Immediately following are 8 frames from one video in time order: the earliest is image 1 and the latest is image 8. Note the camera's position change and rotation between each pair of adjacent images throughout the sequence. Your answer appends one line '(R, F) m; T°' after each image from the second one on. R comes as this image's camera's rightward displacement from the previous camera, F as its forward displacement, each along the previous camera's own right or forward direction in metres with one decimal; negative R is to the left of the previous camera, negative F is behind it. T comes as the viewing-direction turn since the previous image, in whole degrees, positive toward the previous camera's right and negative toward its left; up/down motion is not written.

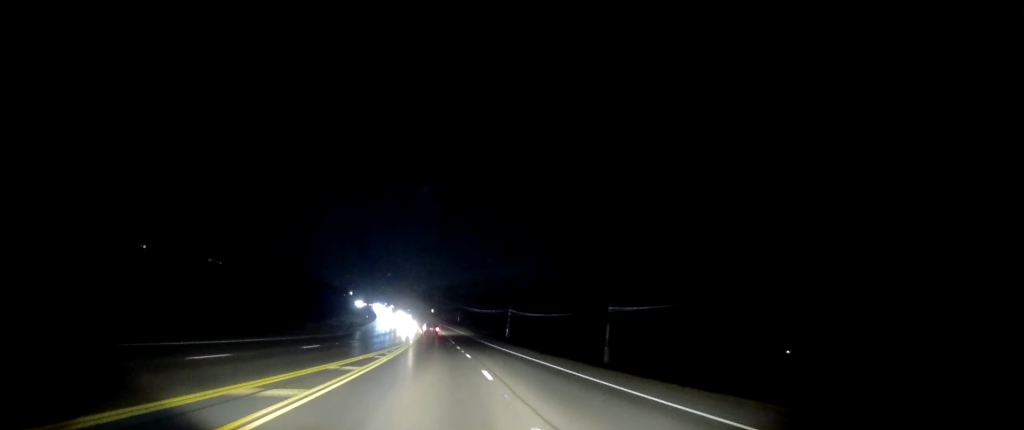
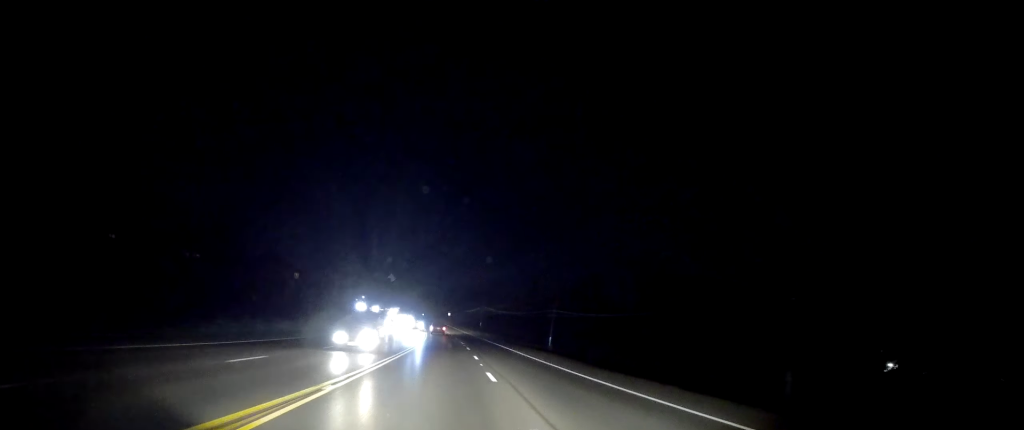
(-0.4, +36.8) m; -1°
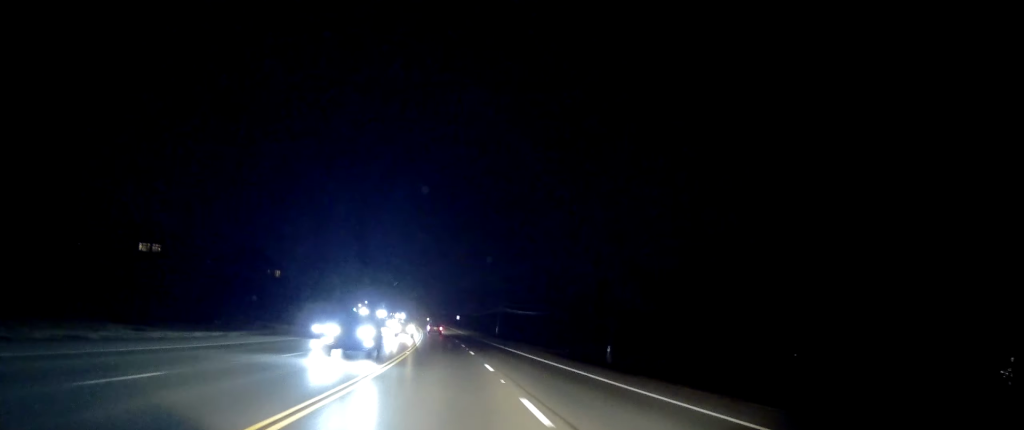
(-0.4, +32.1) m; -3°
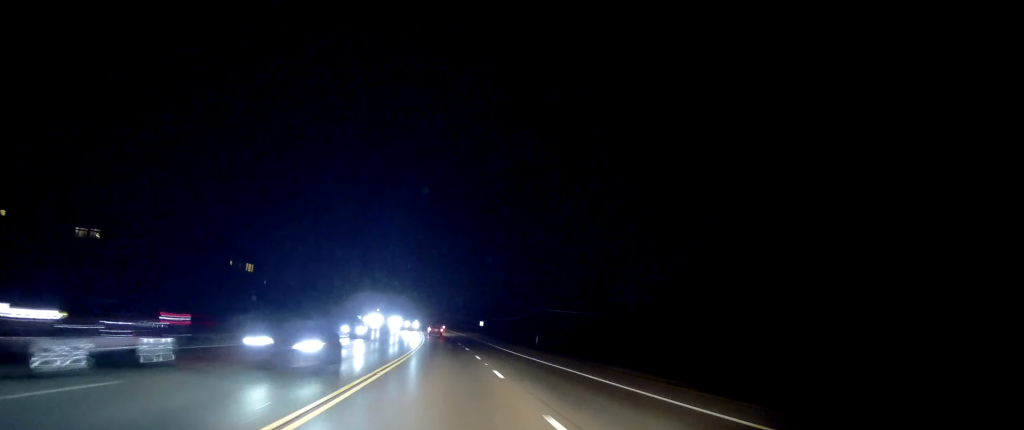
(-0.5, +39.3) m; -1°
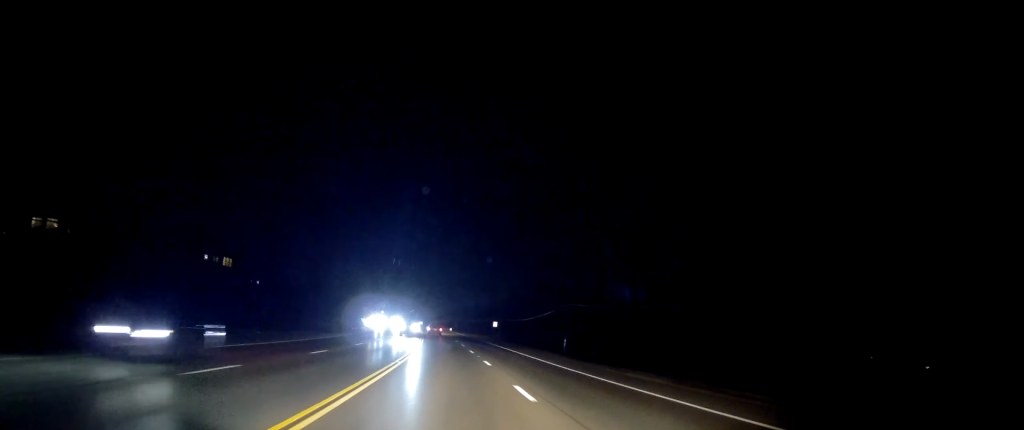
(+0.2, +18.6) m; -1°
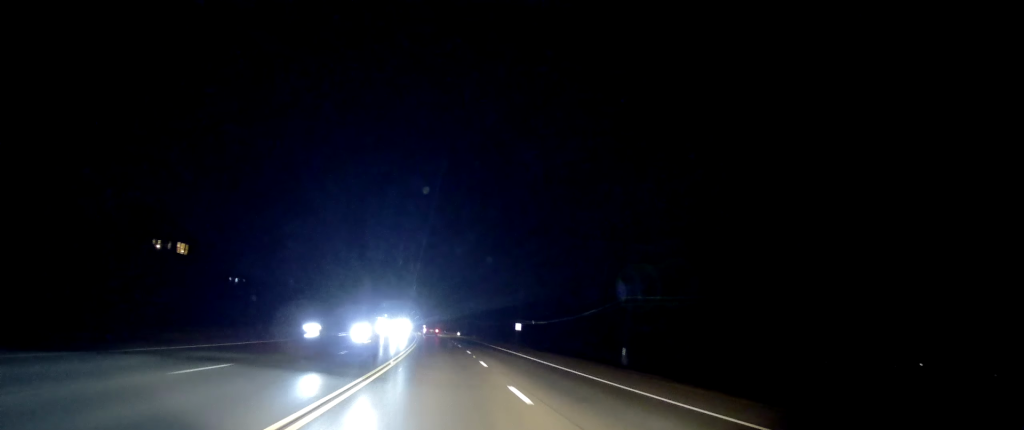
(-0.8, +25.7) m; -1°
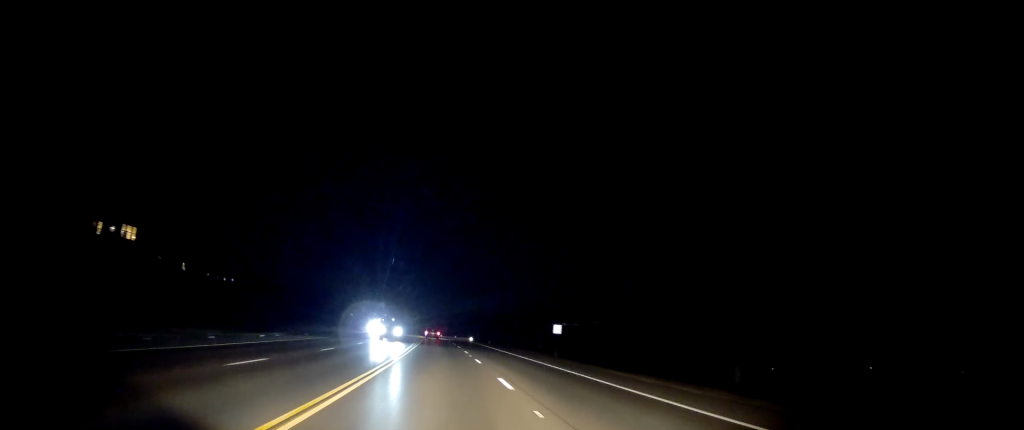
(+0.3, +21.2) m; -1°
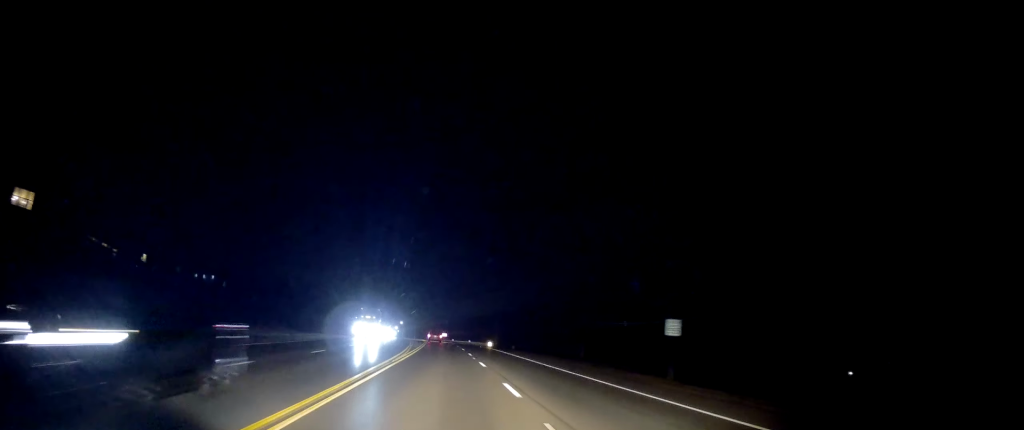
(-0.9, +25.5) m; -2°
